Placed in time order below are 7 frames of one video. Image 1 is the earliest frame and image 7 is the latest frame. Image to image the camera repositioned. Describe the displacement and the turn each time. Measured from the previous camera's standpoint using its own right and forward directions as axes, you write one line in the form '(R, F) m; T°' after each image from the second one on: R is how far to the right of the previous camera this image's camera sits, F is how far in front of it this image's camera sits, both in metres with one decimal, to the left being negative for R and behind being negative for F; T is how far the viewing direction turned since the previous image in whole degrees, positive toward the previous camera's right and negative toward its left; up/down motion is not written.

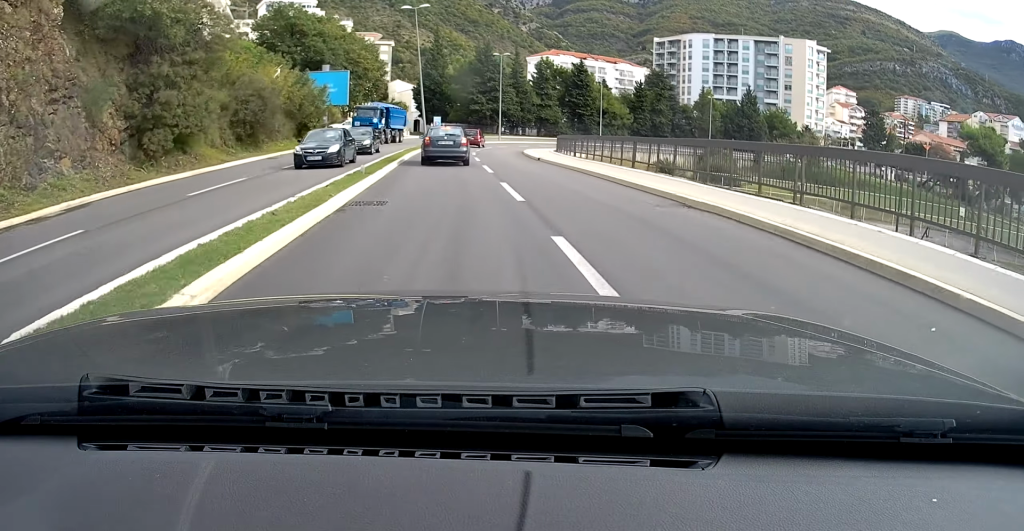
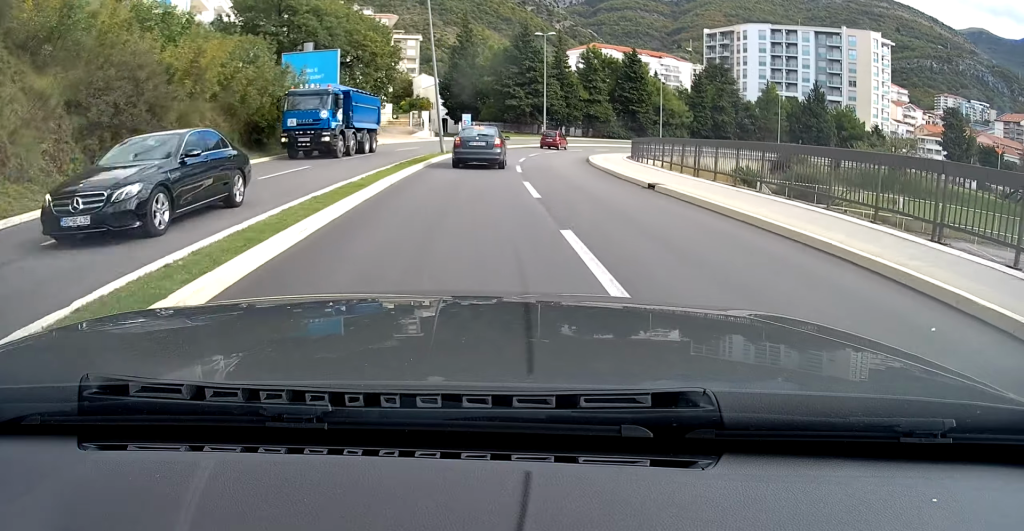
(-0.8, +15.7) m; -4°
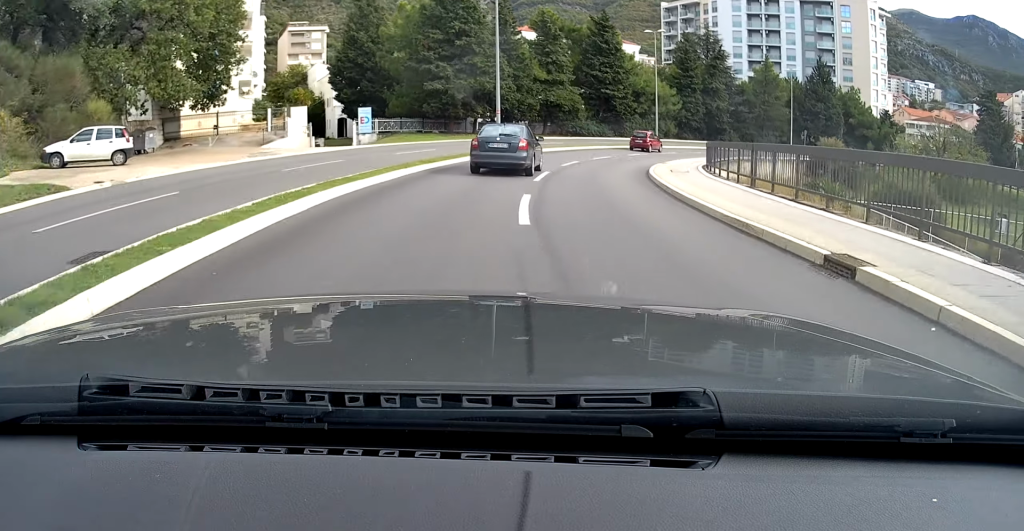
(-1.3, +28.4) m; +3°
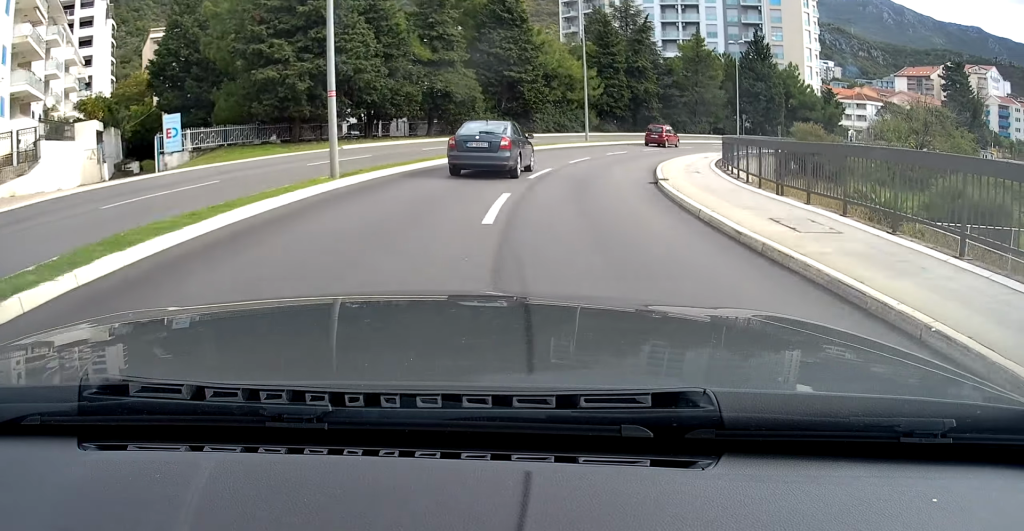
(+1.6, +16.2) m; +9°
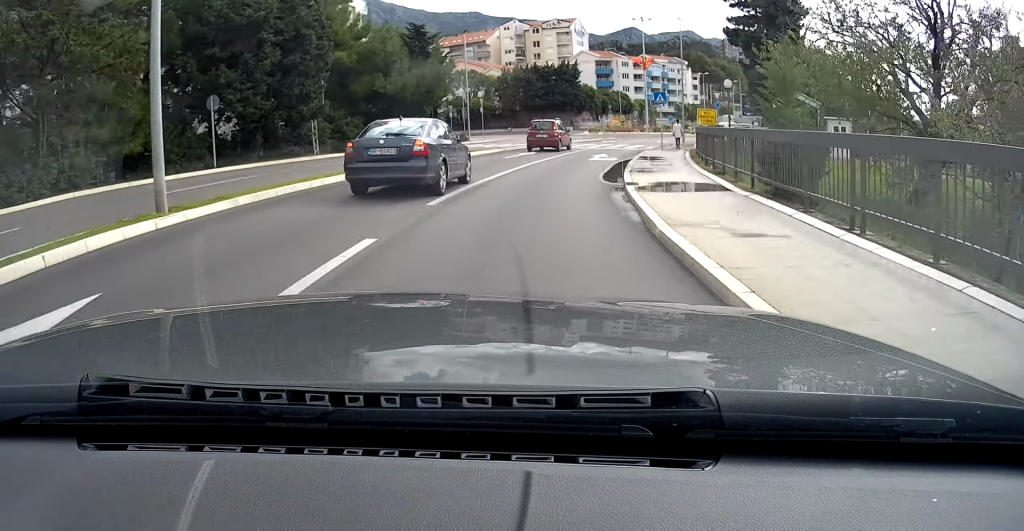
(+18.1, +51.6) m; +41°
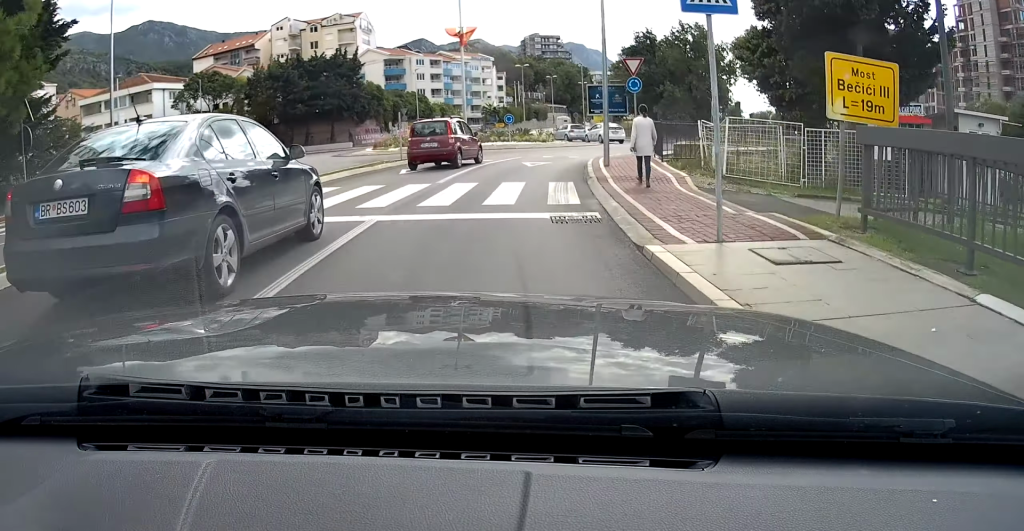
(+4.2, +24.3) m; +18°
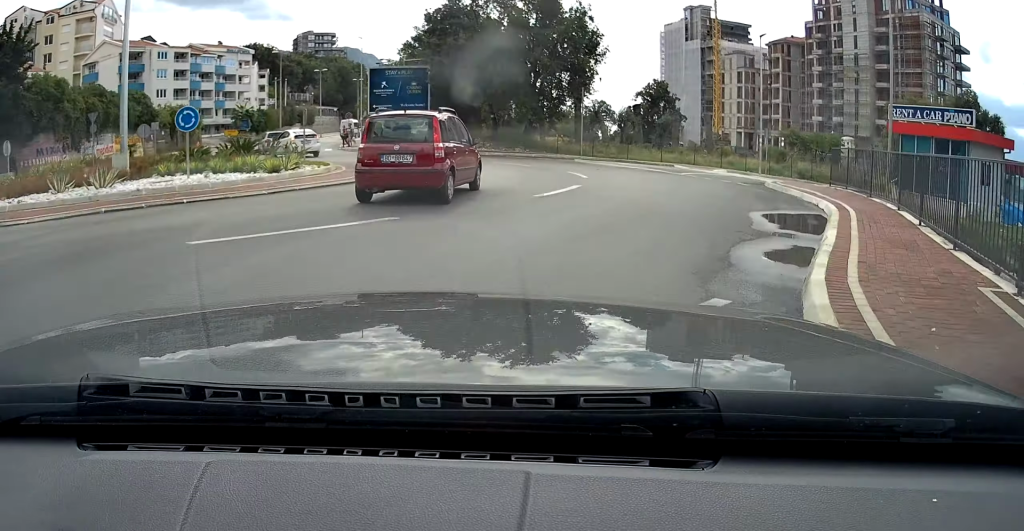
(+4.2, +24.8) m; +21°
